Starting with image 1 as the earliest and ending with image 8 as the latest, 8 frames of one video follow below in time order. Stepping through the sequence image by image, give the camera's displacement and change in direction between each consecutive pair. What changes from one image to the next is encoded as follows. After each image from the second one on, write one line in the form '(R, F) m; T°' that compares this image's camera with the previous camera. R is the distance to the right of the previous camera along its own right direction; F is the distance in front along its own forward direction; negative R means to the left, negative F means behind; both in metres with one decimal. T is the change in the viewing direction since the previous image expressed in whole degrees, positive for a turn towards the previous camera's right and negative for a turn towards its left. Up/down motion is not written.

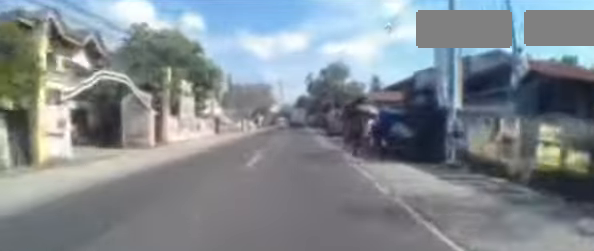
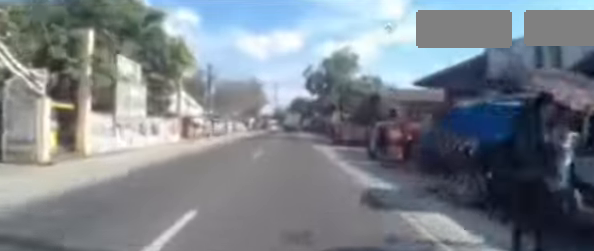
(0.0, +7.5) m; 0°
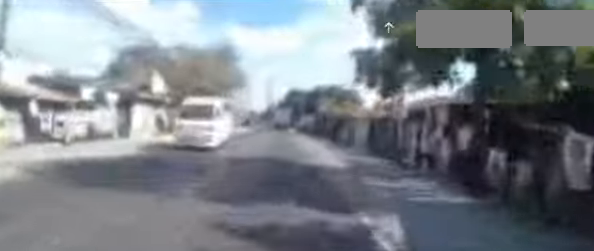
(0.0, +20.6) m; 0°
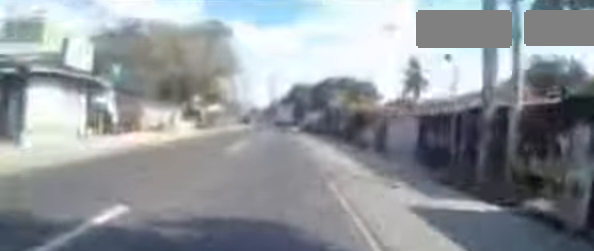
(0.0, +6.5) m; +1°
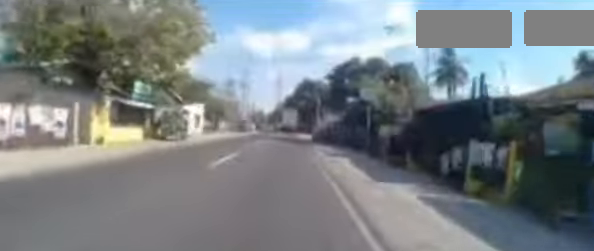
(+0.2, +11.0) m; 0°
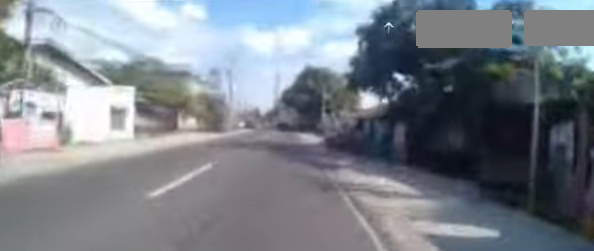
(-0.2, +12.2) m; -3°
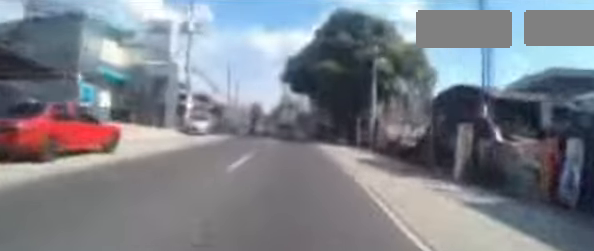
(-0.6, +24.7) m; -1°
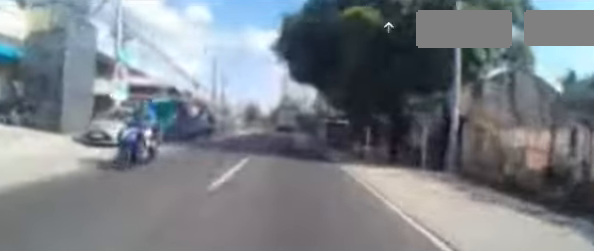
(-0.1, +11.2) m; 0°
